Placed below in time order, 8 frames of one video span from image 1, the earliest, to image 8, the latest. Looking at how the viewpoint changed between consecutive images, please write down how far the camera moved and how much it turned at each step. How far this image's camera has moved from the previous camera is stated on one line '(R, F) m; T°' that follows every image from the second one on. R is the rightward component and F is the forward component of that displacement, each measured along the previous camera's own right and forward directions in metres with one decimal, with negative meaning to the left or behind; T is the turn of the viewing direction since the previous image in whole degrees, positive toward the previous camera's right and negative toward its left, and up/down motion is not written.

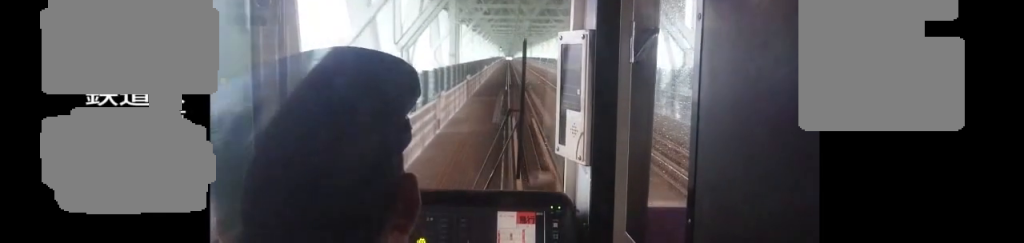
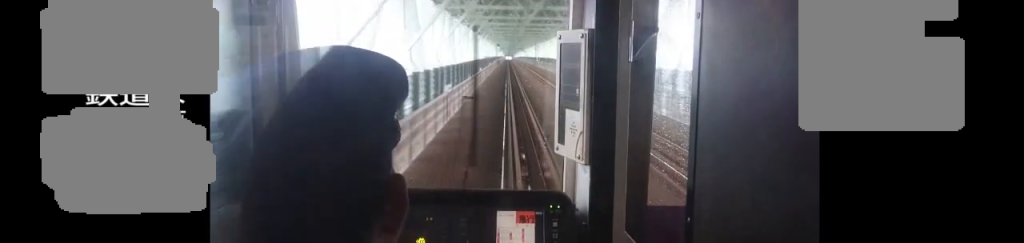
(-0.5, +32.0) m; 0°
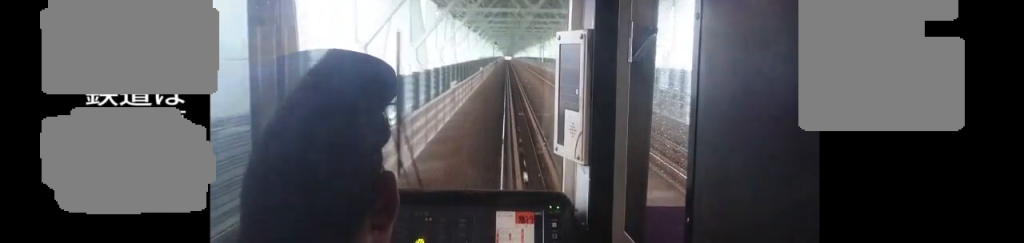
(+0.2, +19.4) m; 0°
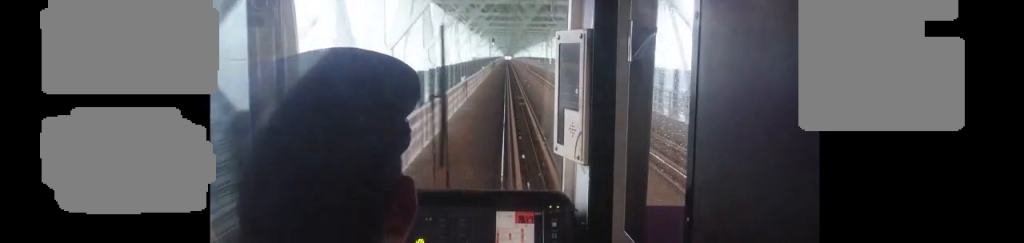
(+0.1, +16.5) m; 0°
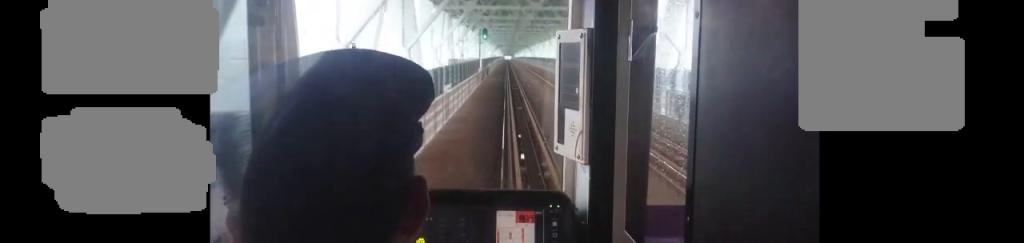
(-0.1, +27.8) m; +1°
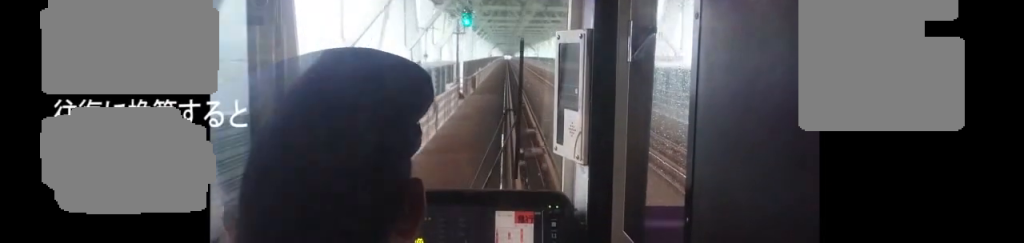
(+0.4, +21.0) m; +1°
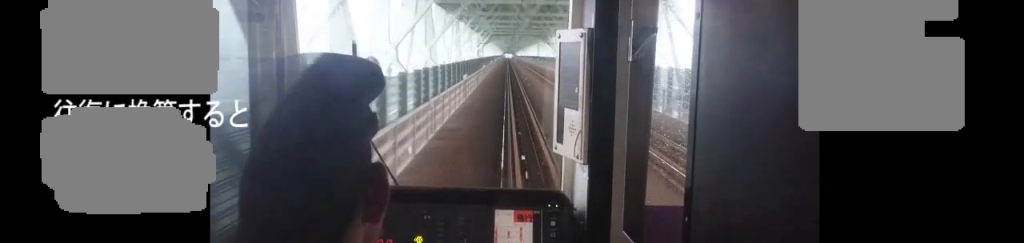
(-1.4, +57.2) m; -2°
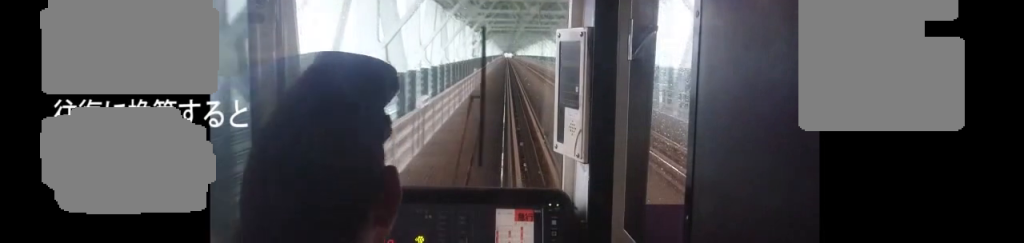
(0.0, +12.4) m; 0°
